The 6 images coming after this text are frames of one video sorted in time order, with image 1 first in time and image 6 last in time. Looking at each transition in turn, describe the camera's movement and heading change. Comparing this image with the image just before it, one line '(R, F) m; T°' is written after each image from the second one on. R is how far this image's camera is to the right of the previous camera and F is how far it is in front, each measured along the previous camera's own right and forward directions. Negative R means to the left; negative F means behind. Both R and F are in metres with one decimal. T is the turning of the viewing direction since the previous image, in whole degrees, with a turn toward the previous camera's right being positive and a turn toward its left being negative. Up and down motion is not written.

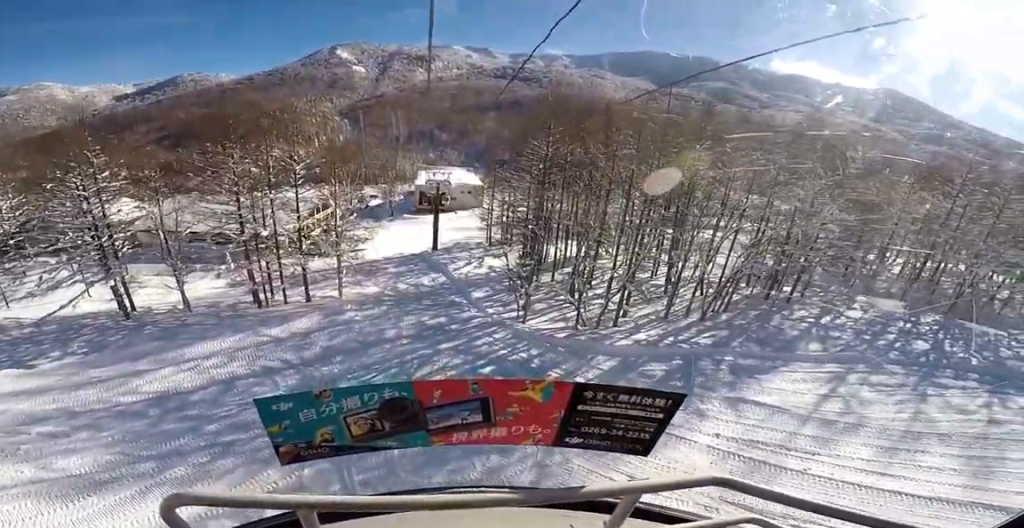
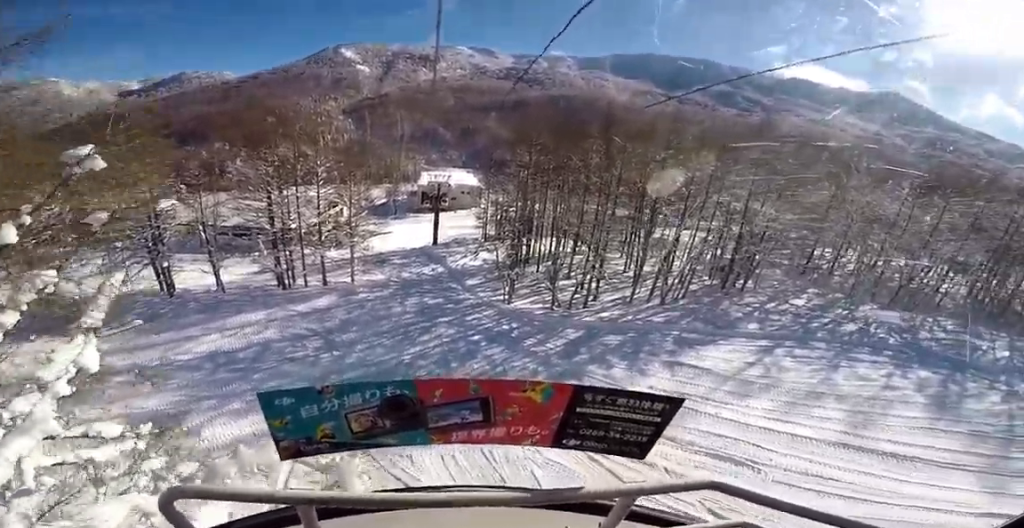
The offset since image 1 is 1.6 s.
(0.0, +7.7) m; 0°
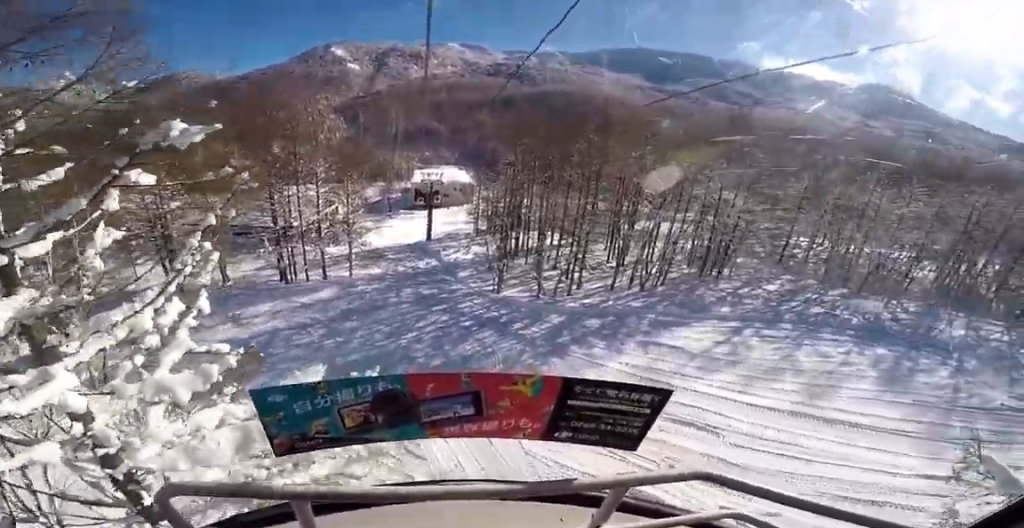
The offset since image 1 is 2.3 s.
(0.0, +3.4) m; 0°
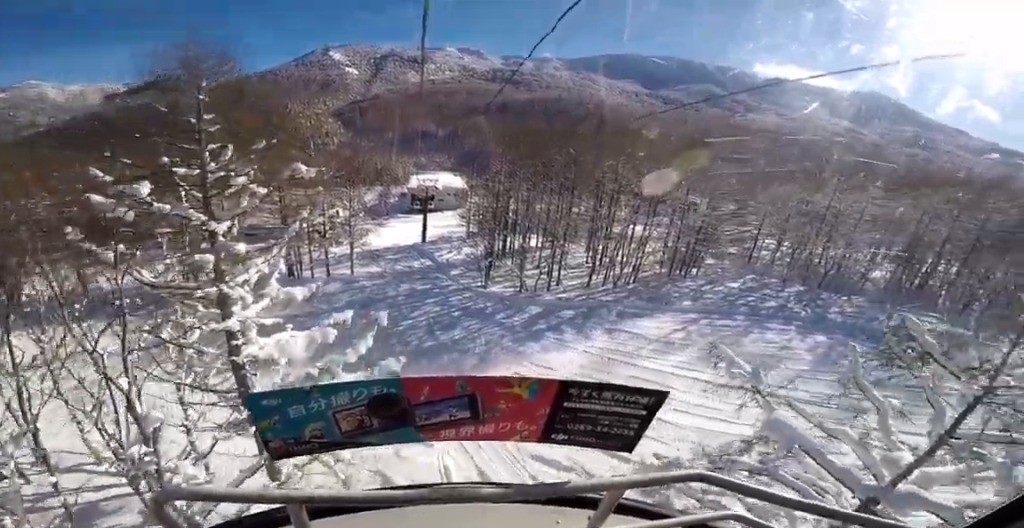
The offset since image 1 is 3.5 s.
(0.0, +5.5) m; 0°
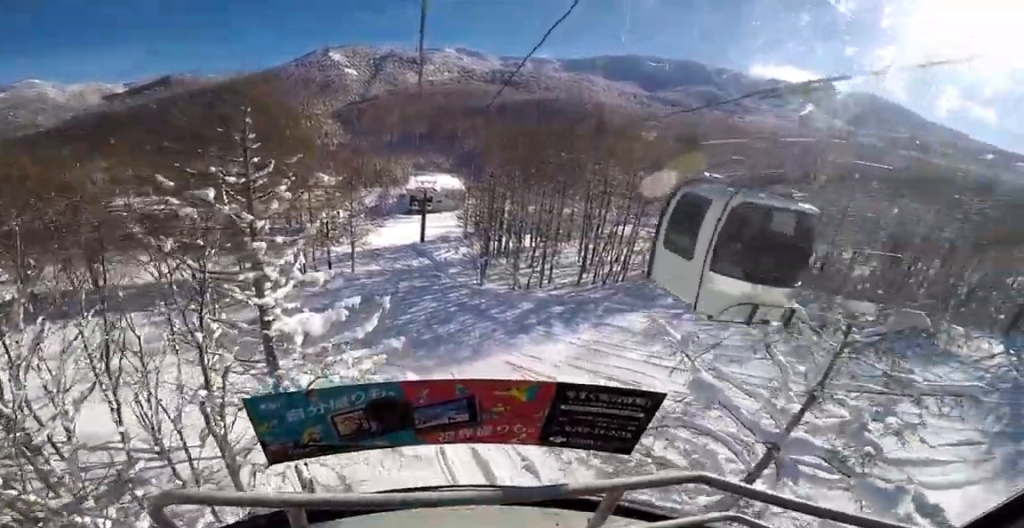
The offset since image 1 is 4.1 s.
(0.0, +2.5) m; 0°
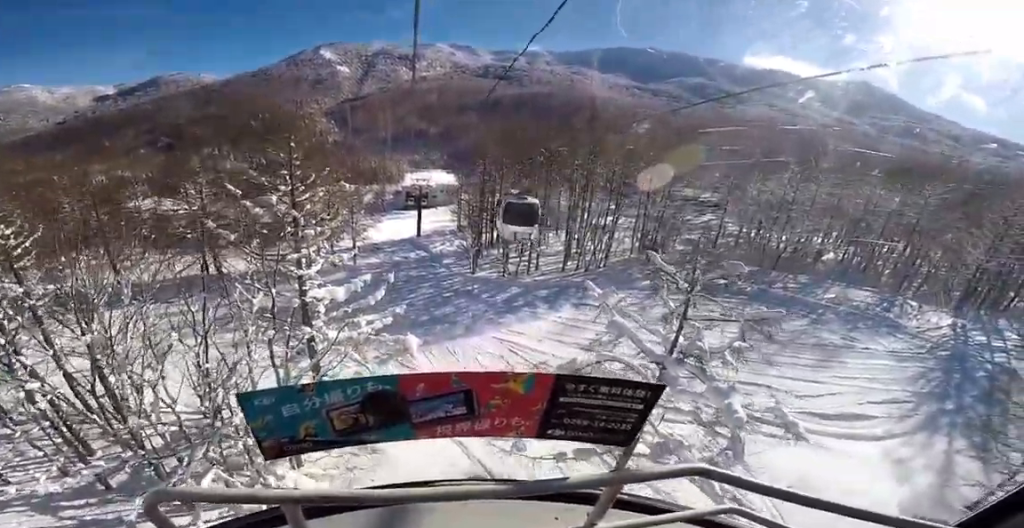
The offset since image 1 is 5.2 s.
(0.0, +5.0) m; 0°
